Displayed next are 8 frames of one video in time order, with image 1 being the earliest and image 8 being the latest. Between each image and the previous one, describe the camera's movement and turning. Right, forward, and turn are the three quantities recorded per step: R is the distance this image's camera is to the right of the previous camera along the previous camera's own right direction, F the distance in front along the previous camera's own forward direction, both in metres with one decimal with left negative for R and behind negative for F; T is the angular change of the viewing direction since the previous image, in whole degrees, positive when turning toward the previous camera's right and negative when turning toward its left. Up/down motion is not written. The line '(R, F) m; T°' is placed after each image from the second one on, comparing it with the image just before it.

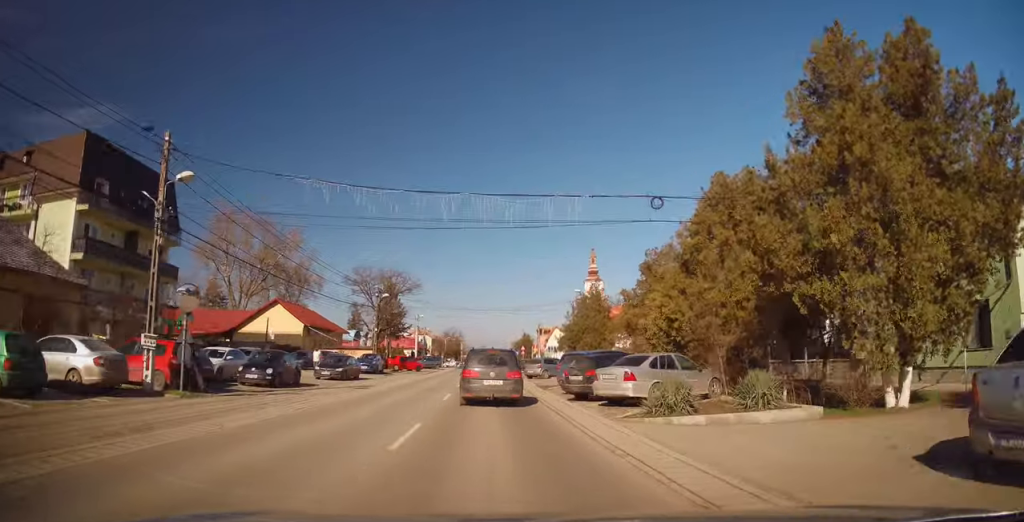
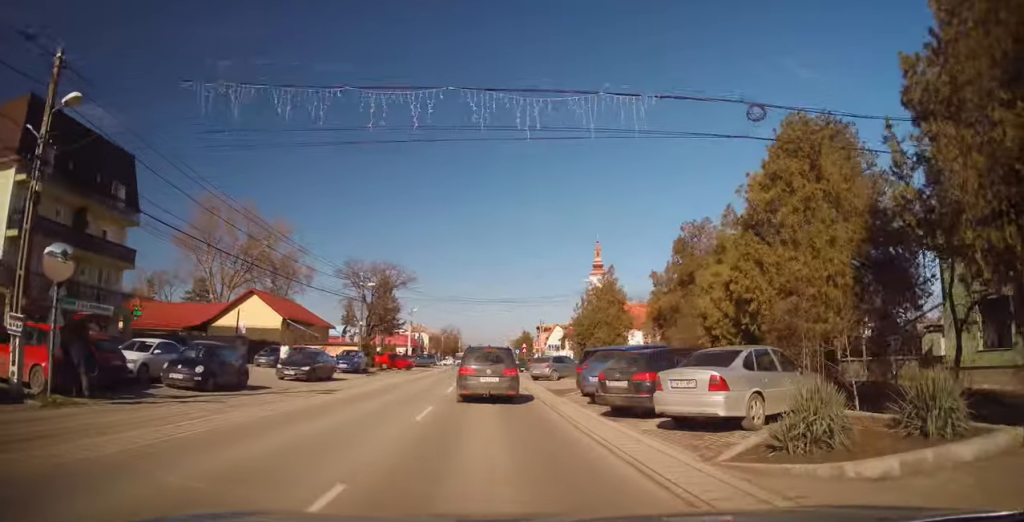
(0.0, +5.3) m; +1°
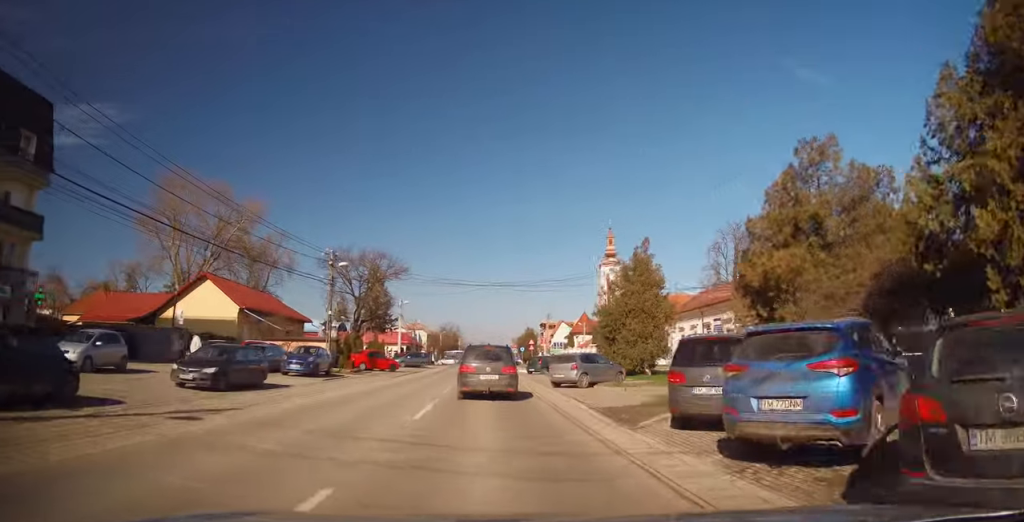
(+0.3, +9.1) m; +1°
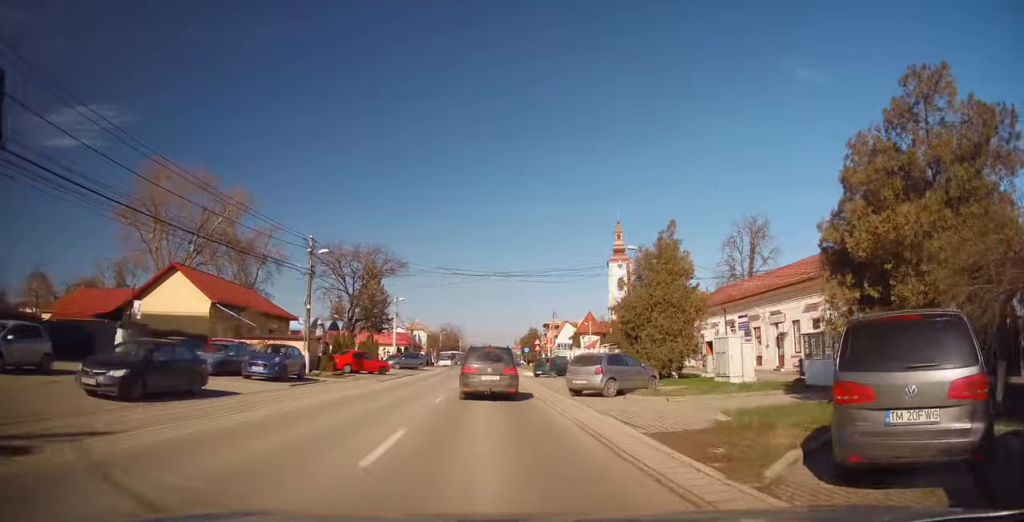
(-0.2, +4.6) m; -1°
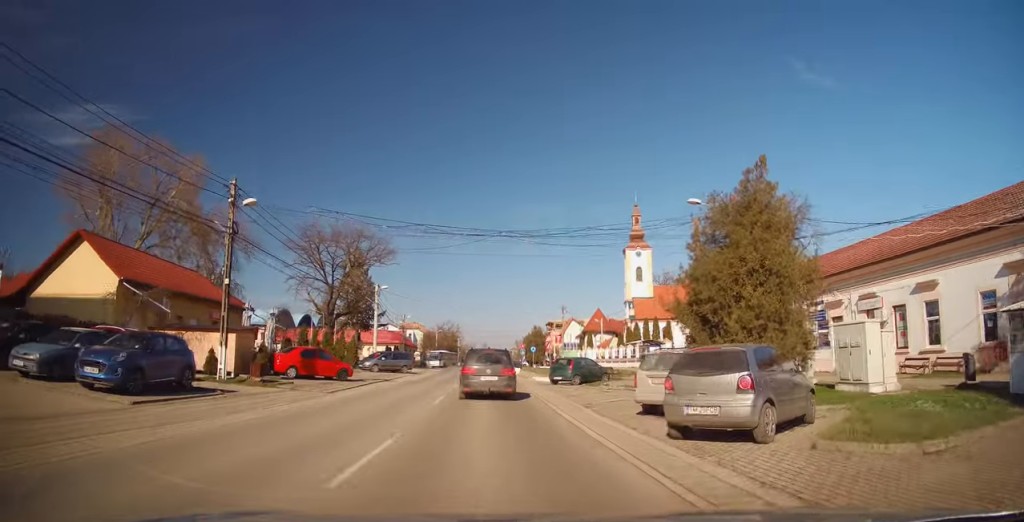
(0.0, +10.3) m; 0°
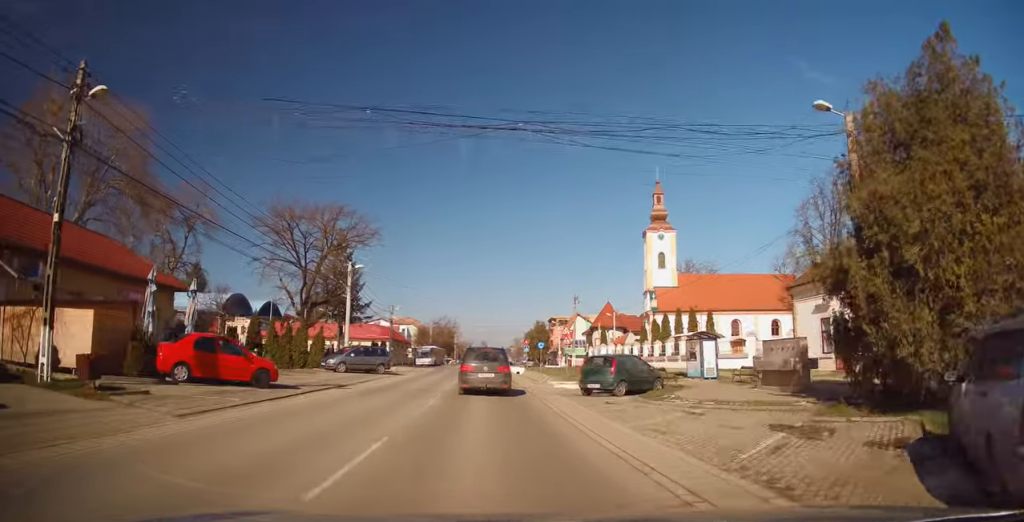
(-0.1, +10.0) m; -1°
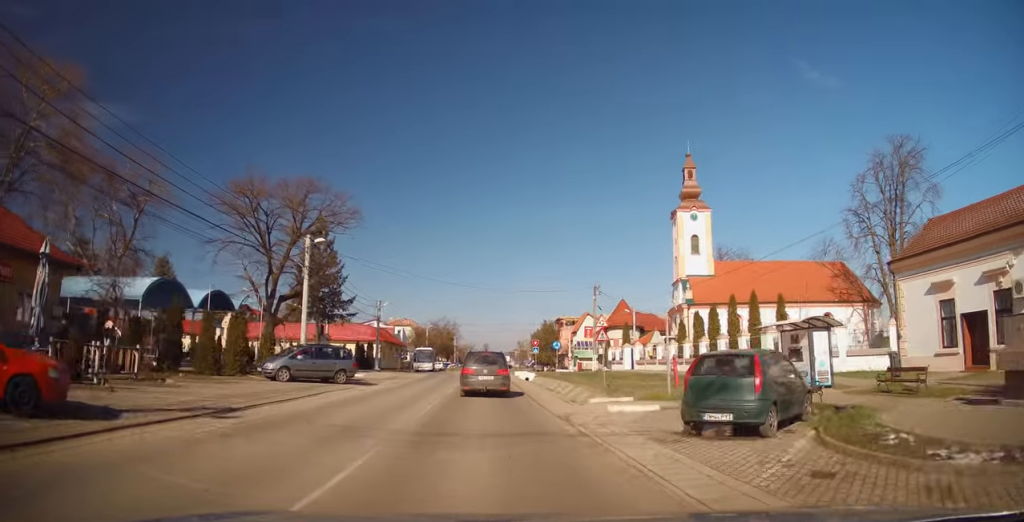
(0.0, +10.5) m; 0°
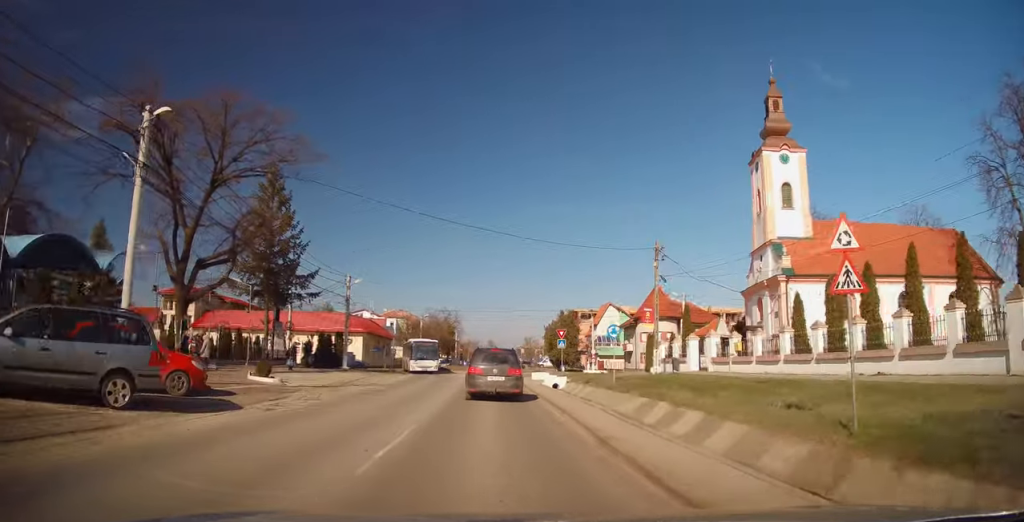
(+0.3, +15.7) m; 0°
